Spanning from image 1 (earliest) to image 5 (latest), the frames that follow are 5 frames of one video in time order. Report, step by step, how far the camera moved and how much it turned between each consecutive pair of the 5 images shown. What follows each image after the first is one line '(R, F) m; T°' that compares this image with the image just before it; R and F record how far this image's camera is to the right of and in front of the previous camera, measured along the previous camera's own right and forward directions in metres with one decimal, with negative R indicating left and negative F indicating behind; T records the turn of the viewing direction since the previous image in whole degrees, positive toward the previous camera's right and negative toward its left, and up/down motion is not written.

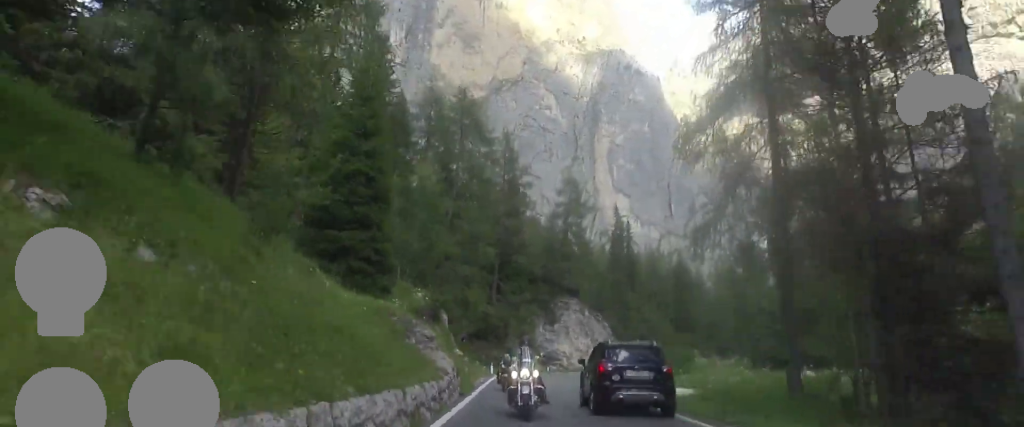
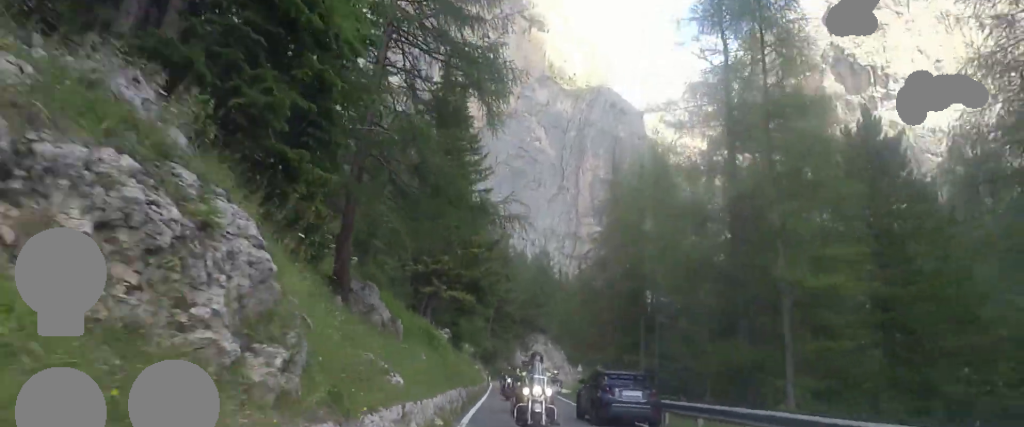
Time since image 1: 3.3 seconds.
(+2.8, +38.4) m; +4°
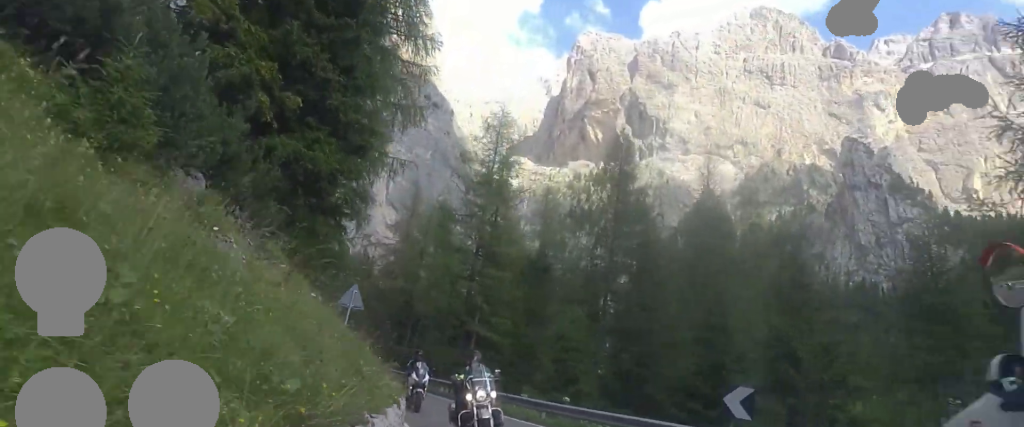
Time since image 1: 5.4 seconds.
(+1.6, +18.9) m; +22°
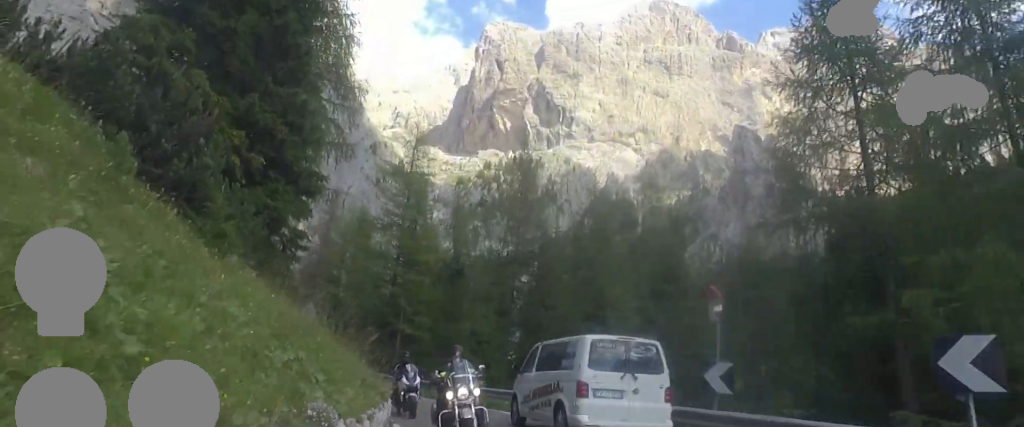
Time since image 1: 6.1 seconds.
(+0.8, +6.0) m; +8°
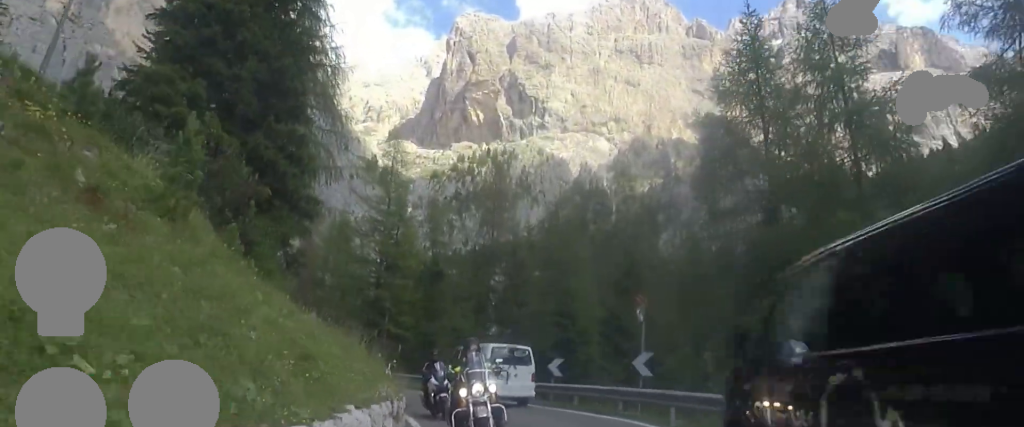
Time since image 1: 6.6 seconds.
(+0.3, +4.5) m; +1°
